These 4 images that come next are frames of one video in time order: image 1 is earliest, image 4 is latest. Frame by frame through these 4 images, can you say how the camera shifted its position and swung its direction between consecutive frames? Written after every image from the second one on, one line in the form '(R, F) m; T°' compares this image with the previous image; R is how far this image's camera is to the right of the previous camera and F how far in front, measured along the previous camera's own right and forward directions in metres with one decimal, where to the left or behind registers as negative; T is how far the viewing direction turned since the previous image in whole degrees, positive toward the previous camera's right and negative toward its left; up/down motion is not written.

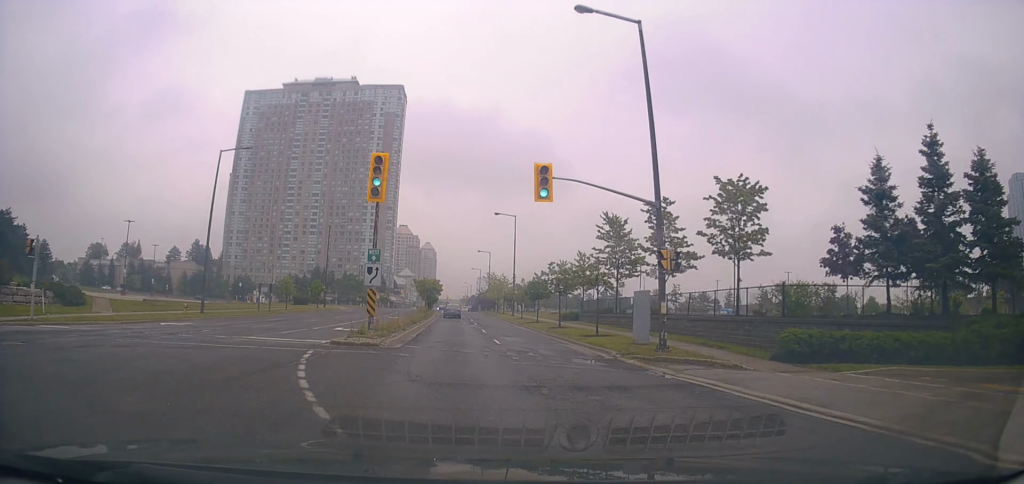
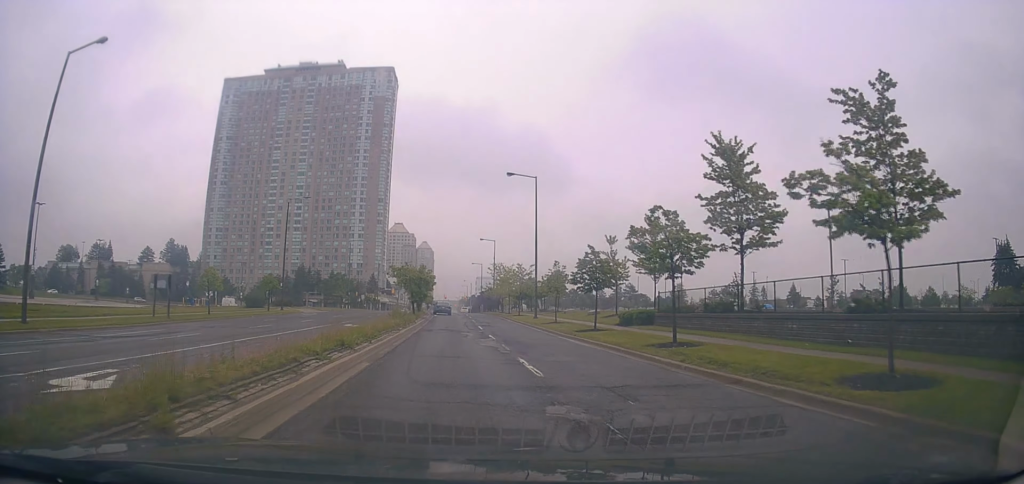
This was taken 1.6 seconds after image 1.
(-1.6, +21.0) m; -6°
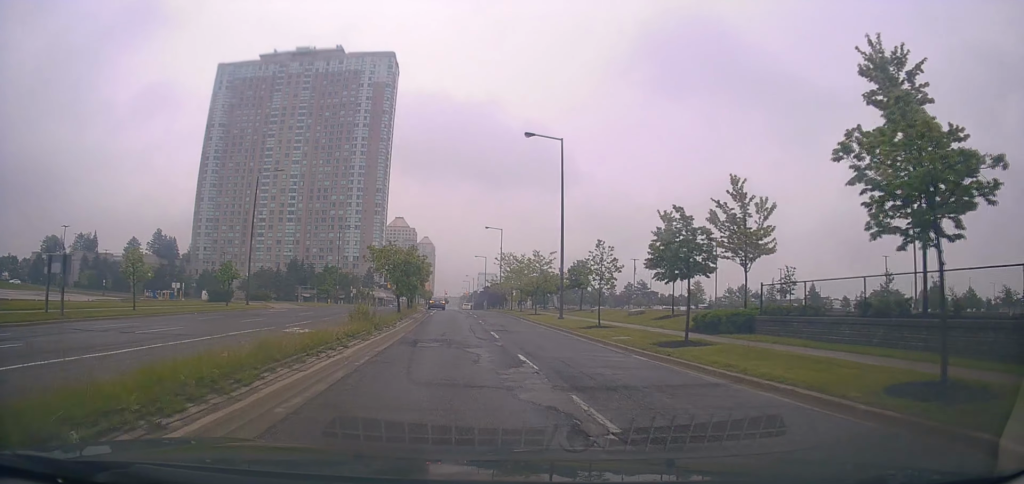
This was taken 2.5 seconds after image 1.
(+0.1, +11.2) m; +1°
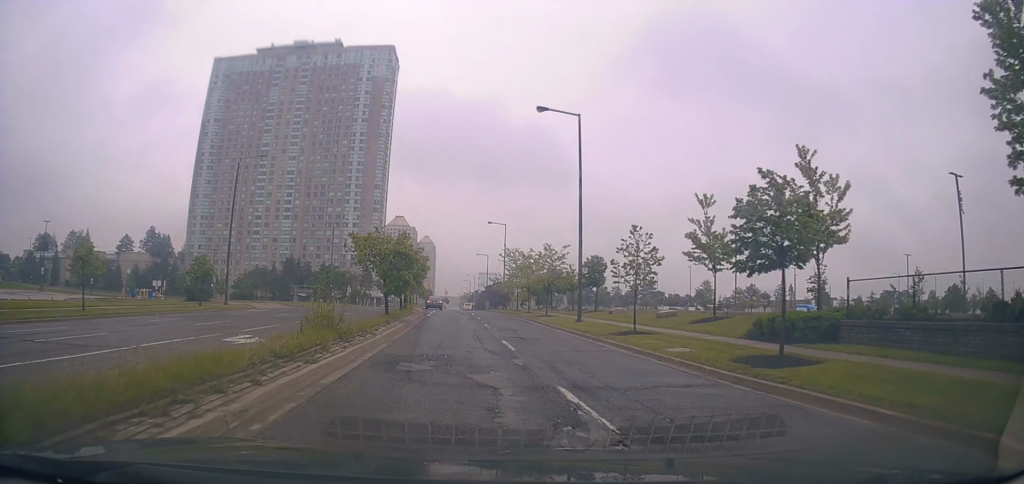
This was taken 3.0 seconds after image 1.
(+0.3, +5.9) m; +1°
